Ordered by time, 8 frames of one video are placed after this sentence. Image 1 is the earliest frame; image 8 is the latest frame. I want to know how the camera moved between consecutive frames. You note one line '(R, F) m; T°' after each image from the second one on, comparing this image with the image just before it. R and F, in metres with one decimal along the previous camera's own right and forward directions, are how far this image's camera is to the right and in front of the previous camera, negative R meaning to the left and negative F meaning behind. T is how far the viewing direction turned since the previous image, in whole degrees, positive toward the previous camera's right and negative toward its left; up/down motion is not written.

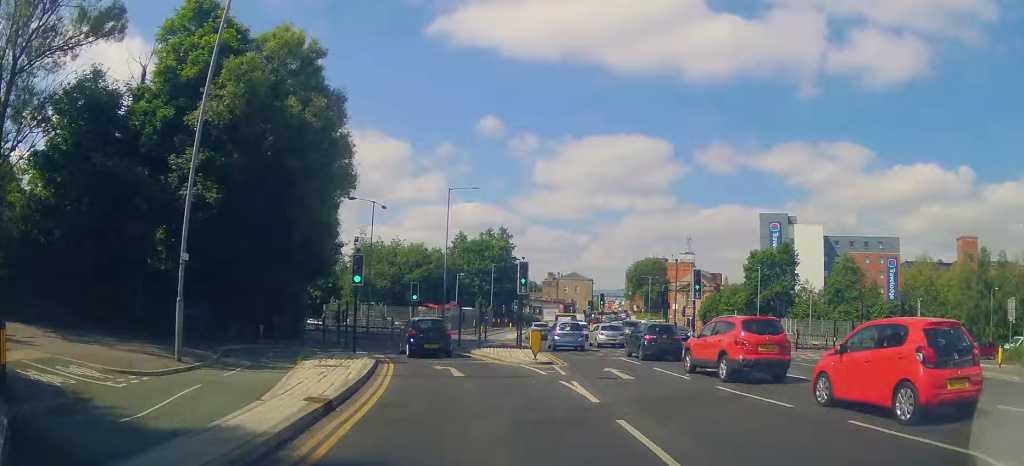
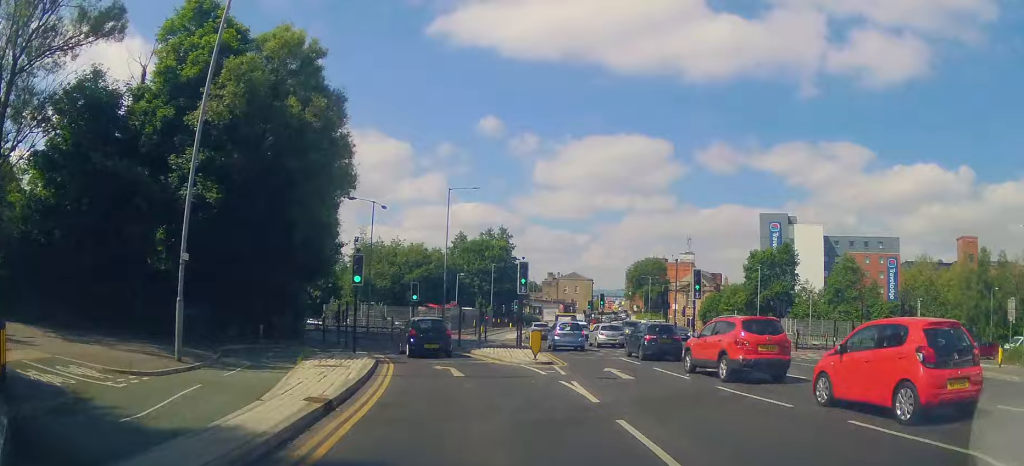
(0.0, 0.0) m; 0°
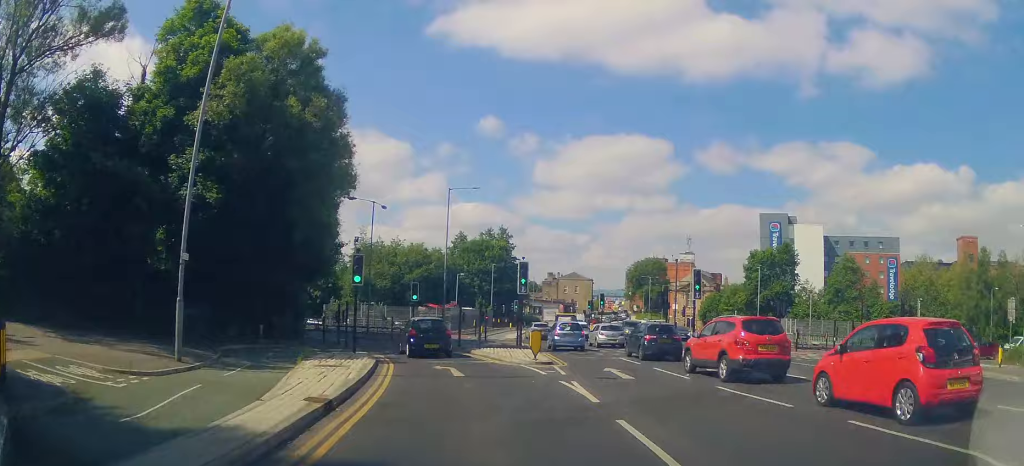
(0.0, 0.0) m; 0°
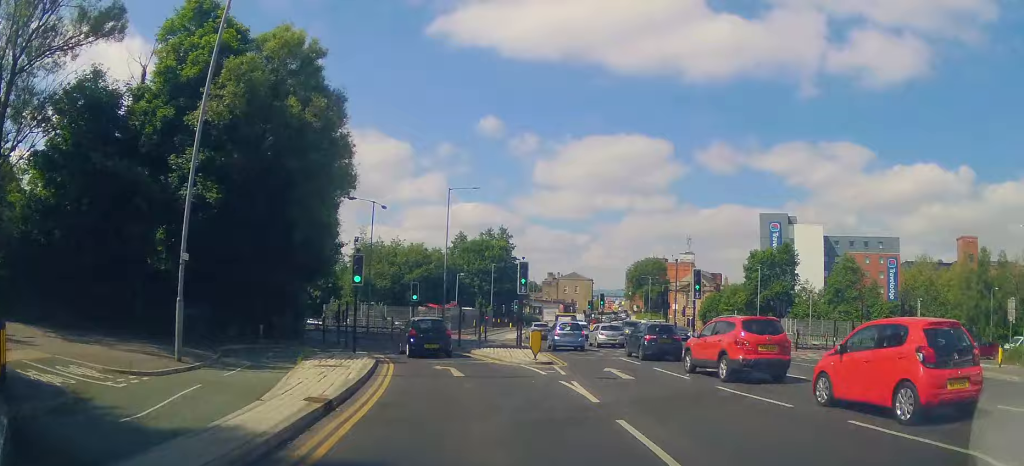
(0.0, 0.0) m; 0°
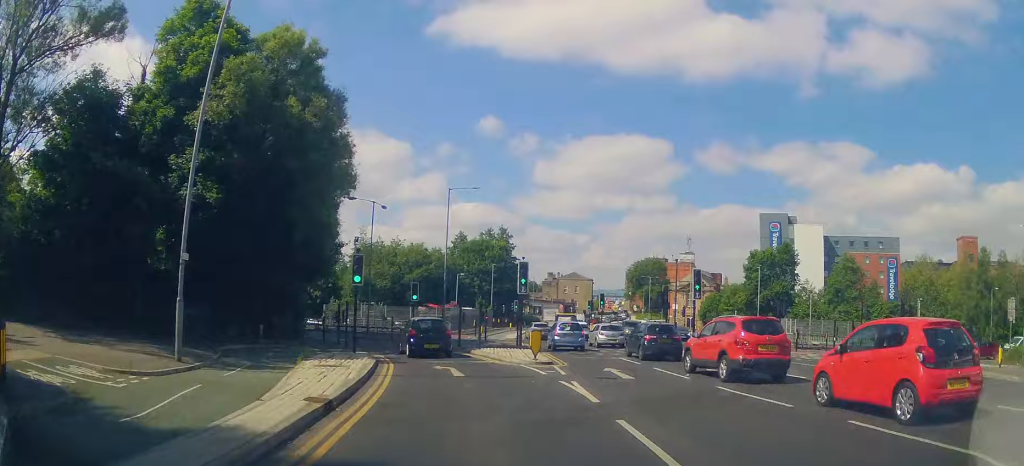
(0.0, 0.0) m; 0°
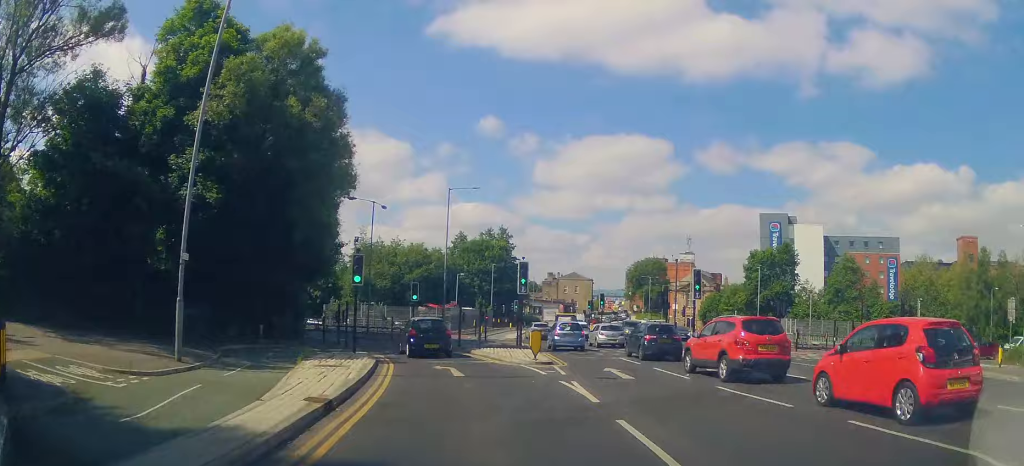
(0.0, 0.0) m; 0°
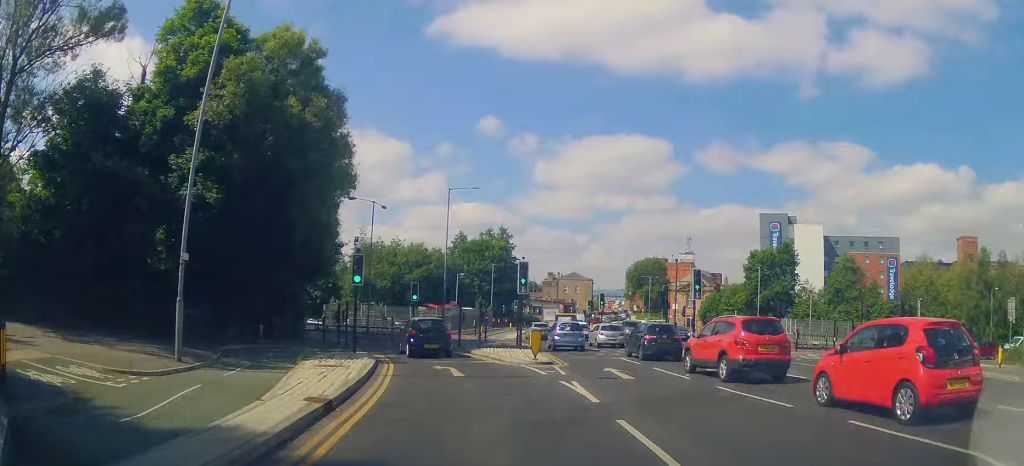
(0.0, 0.0) m; 0°
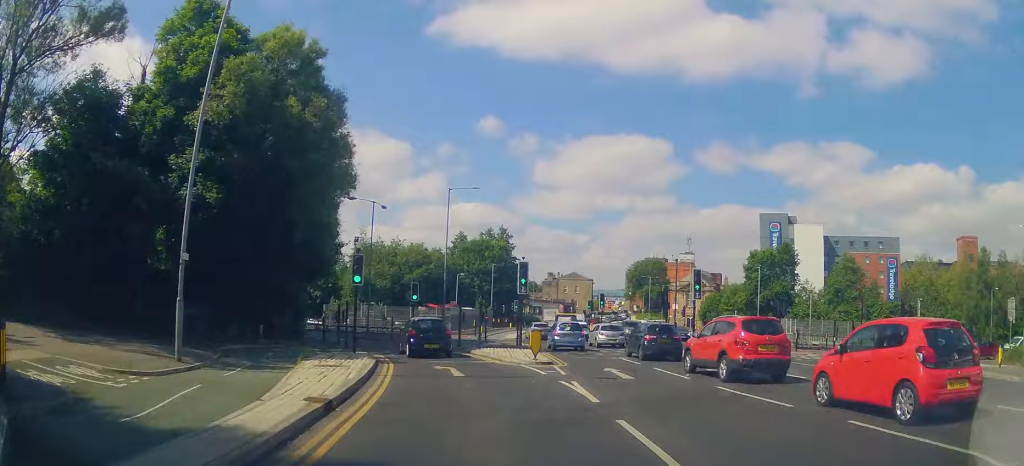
(0.0, 0.0) m; 0°
